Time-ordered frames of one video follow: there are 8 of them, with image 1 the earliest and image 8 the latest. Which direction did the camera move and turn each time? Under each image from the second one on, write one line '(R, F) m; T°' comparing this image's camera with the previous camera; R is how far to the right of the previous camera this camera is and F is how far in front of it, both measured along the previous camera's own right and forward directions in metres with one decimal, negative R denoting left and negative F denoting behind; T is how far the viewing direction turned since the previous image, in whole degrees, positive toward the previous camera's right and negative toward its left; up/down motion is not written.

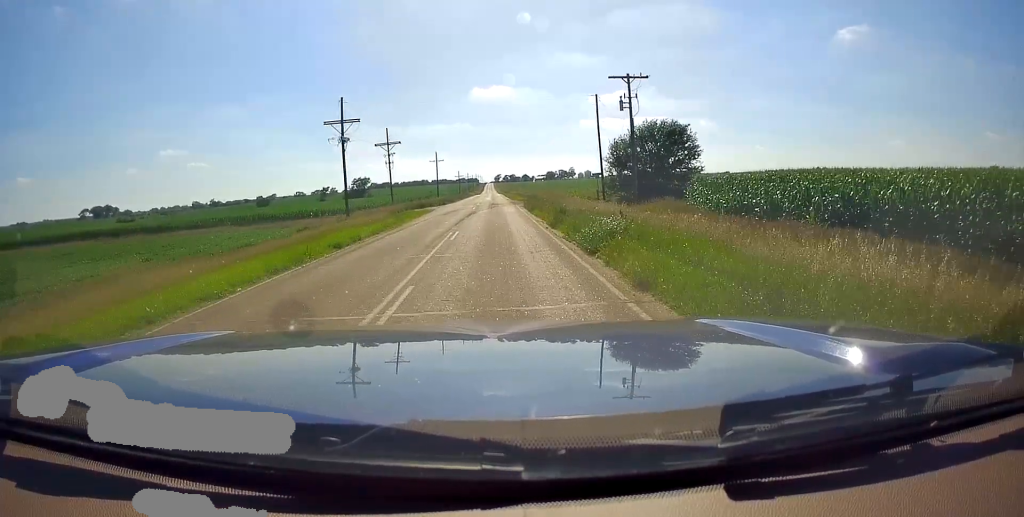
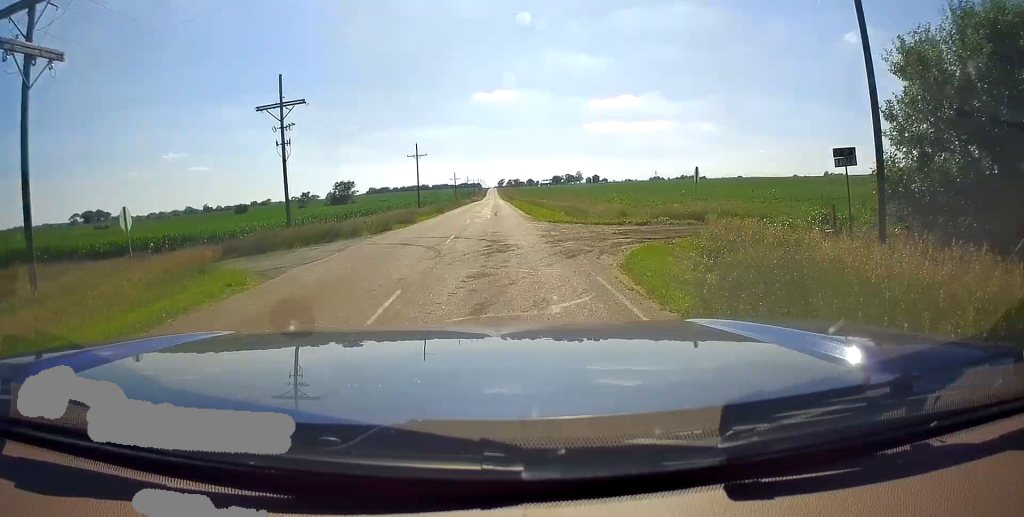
(0.0, +35.4) m; 0°
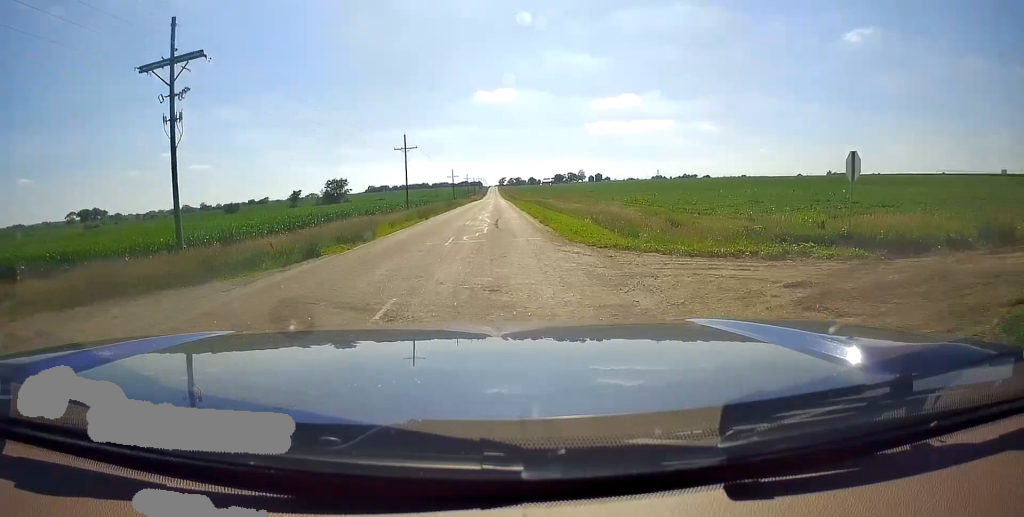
(0.0, +12.4) m; 0°
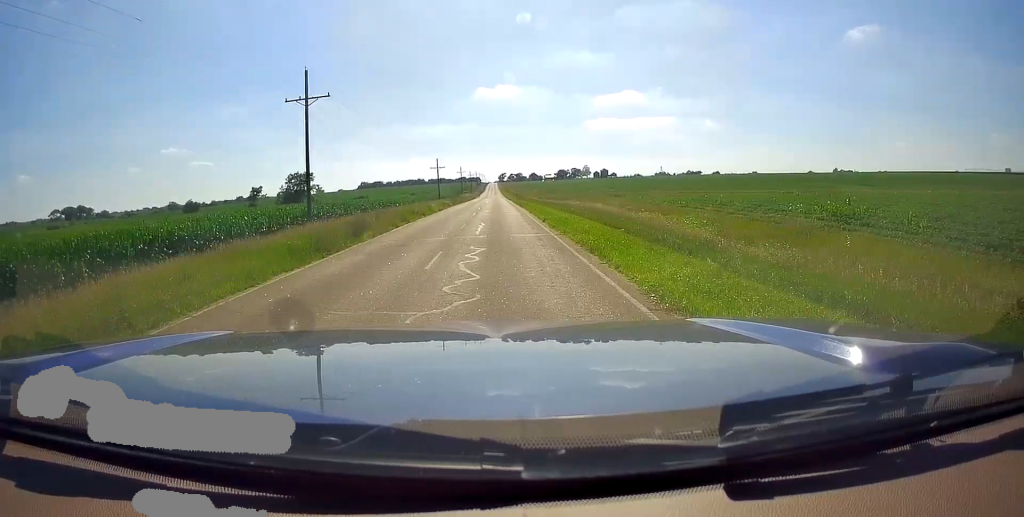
(0.0, +40.5) m; 0°
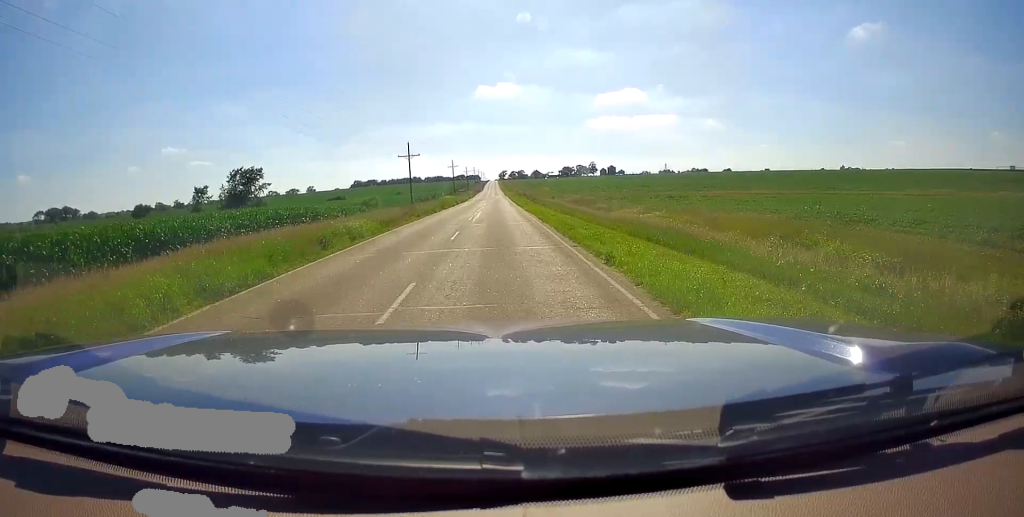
(0.0, +40.3) m; 0°
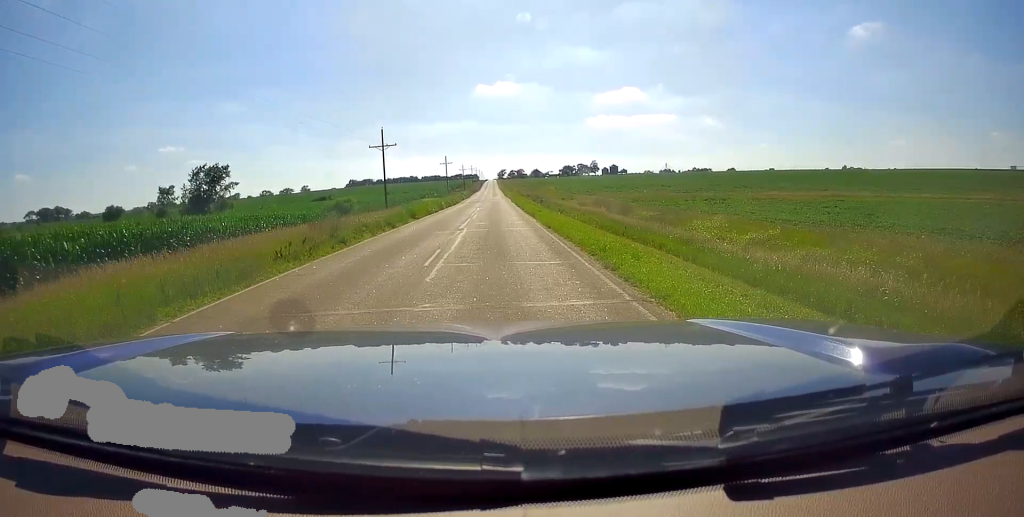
(0.0, +18.0) m; 0°
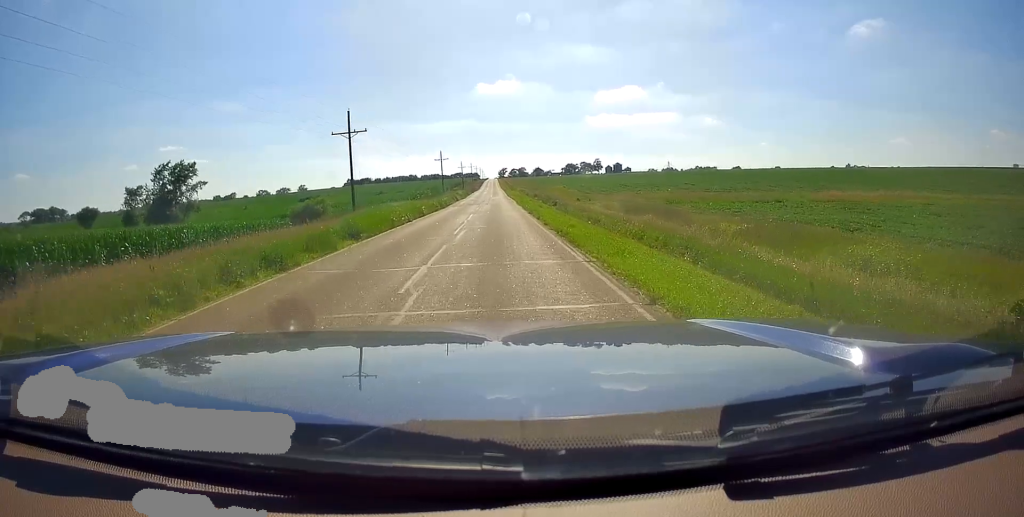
(0.0, +15.1) m; 0°
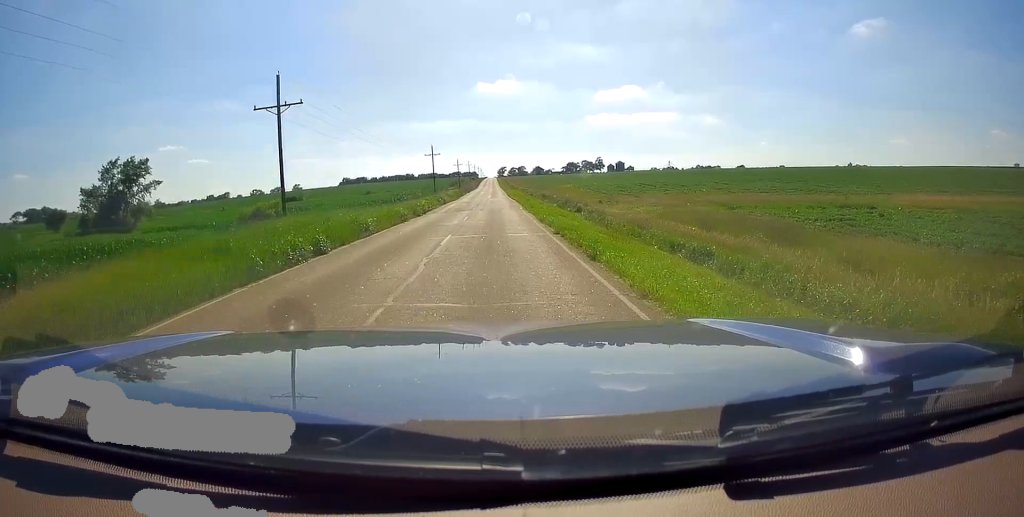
(0.0, +16.5) m; 0°
